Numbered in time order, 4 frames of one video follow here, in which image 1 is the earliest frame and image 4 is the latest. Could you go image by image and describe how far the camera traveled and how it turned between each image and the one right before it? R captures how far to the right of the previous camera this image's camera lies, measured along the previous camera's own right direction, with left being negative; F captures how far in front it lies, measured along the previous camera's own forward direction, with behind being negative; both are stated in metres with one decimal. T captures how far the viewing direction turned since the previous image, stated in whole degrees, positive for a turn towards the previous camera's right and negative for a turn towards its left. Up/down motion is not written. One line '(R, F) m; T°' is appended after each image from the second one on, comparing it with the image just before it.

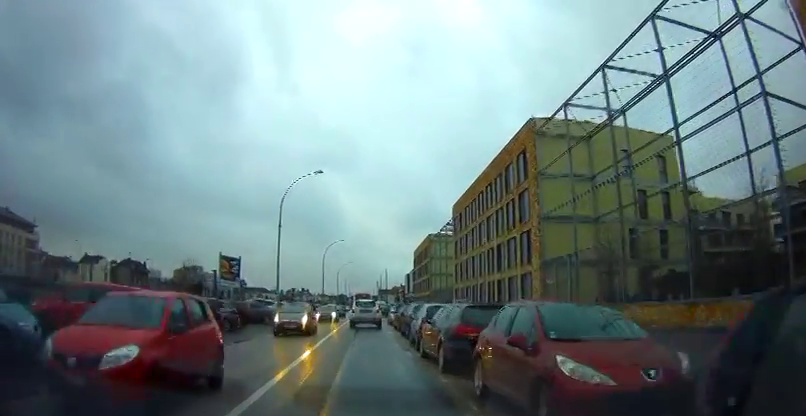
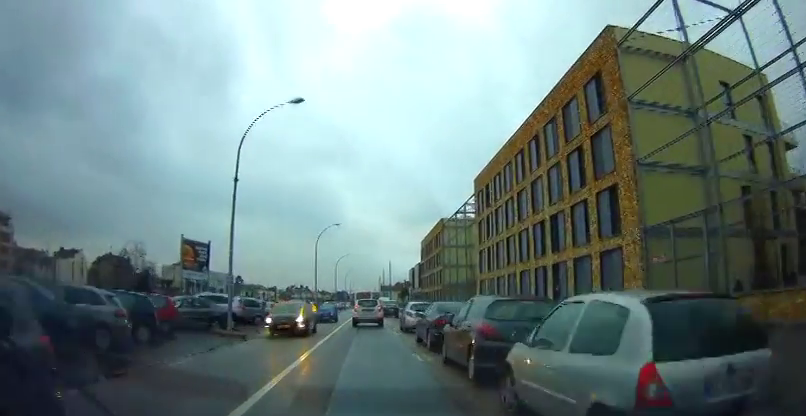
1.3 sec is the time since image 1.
(0.0, +11.6) m; -1°
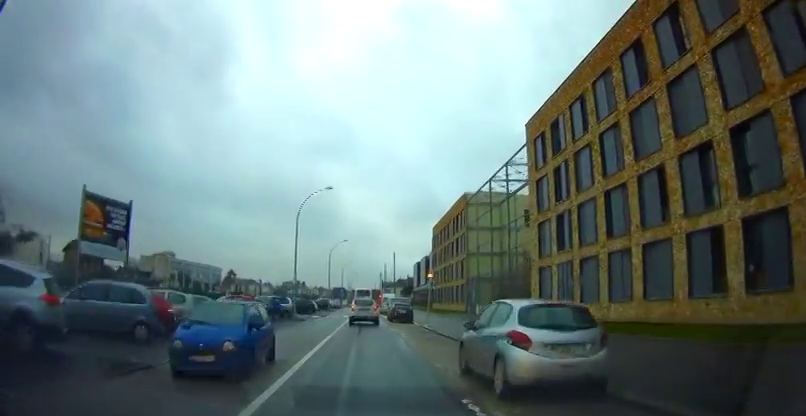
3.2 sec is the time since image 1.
(-0.1, +16.1) m; 0°
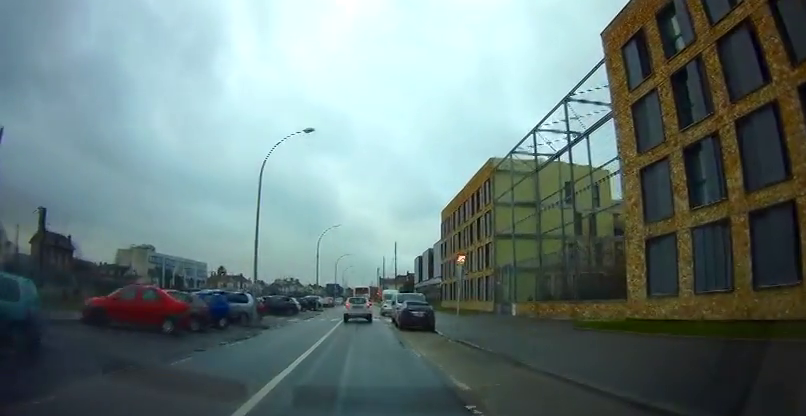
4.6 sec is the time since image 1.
(+0.1, +13.0) m; +2°
